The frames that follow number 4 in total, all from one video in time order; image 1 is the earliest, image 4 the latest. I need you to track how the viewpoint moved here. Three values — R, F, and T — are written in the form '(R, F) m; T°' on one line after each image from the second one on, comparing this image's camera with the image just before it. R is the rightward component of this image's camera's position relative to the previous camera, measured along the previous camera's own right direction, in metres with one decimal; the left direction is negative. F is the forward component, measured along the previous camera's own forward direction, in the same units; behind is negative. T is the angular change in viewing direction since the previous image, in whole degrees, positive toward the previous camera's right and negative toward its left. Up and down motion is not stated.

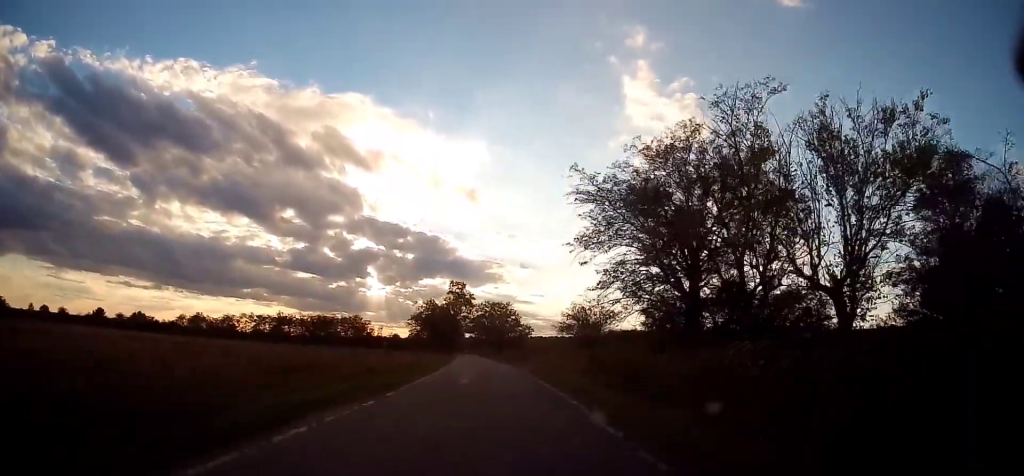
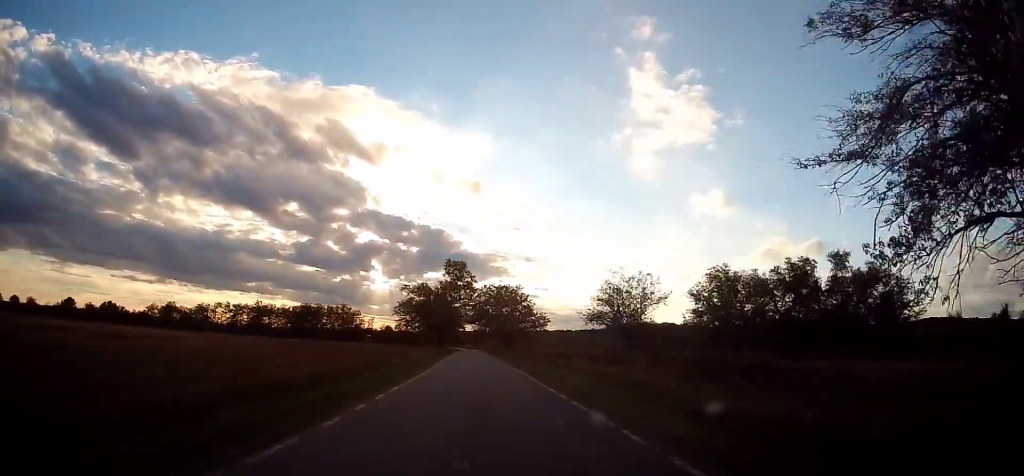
(+0.5, +20.5) m; -3°
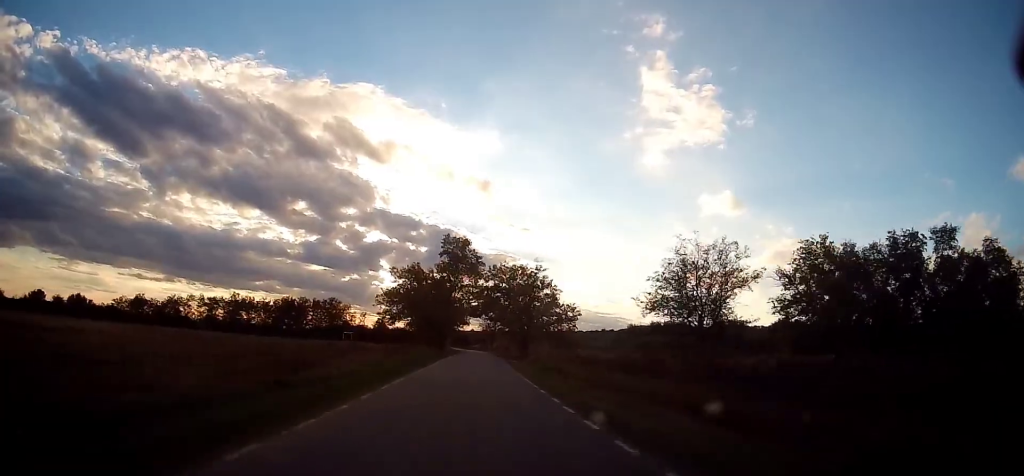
(-0.3, +20.5) m; +1°
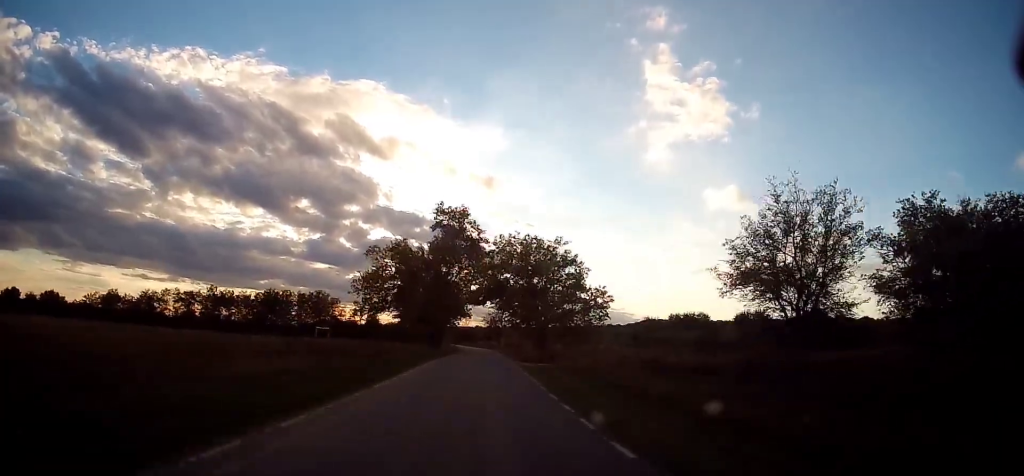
(+0.6, +13.9) m; 0°
